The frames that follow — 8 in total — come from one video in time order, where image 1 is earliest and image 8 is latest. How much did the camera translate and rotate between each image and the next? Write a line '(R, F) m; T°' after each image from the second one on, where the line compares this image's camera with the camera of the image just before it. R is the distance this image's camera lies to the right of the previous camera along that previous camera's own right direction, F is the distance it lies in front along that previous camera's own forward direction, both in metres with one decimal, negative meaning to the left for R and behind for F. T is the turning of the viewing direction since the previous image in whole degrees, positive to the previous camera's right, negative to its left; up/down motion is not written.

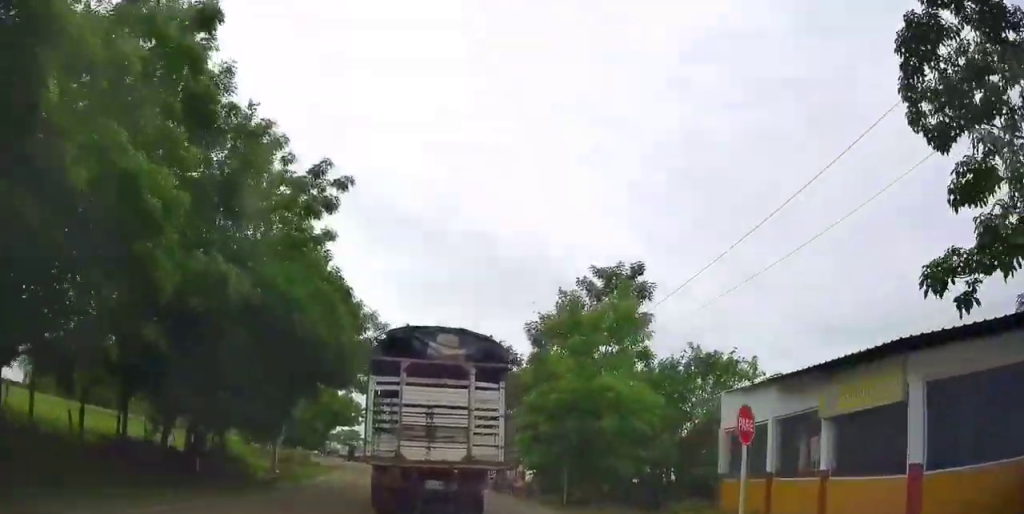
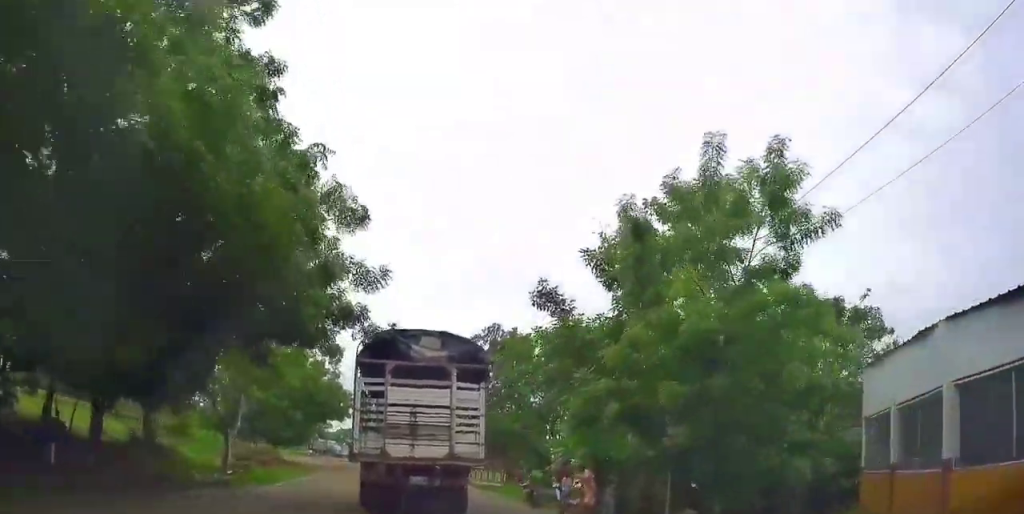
(0.0, +10.1) m; +1°
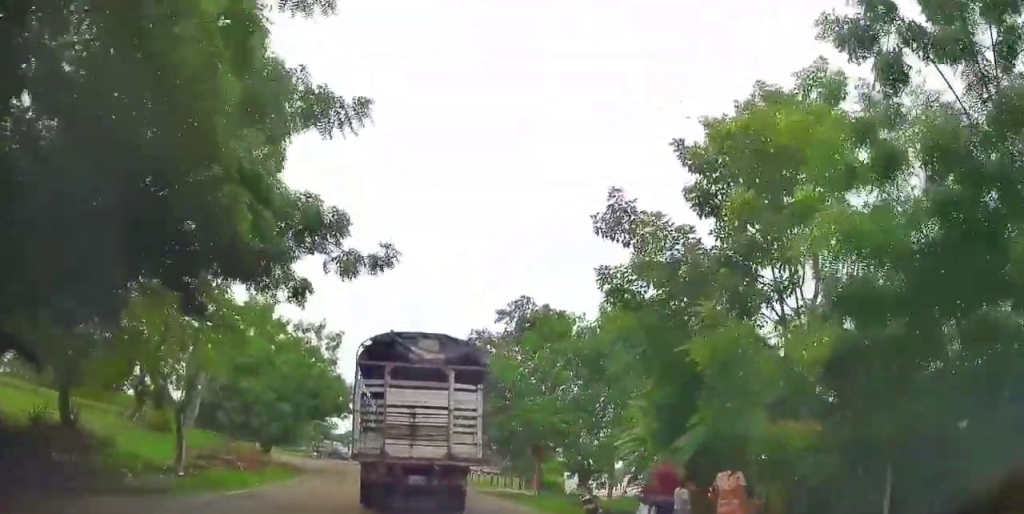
(0.0, +6.8) m; -1°
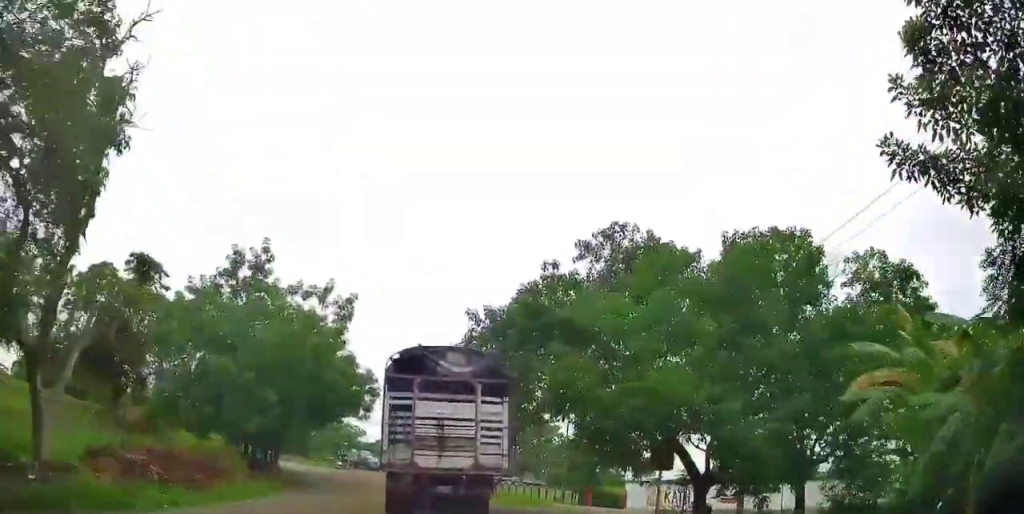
(-0.3, +10.0) m; -2°
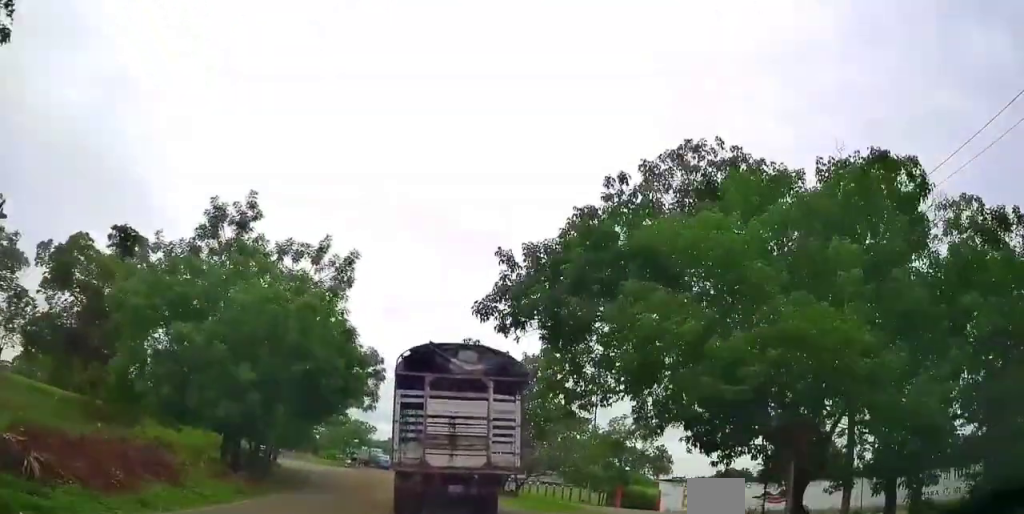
(-0.2, +4.8) m; 0°
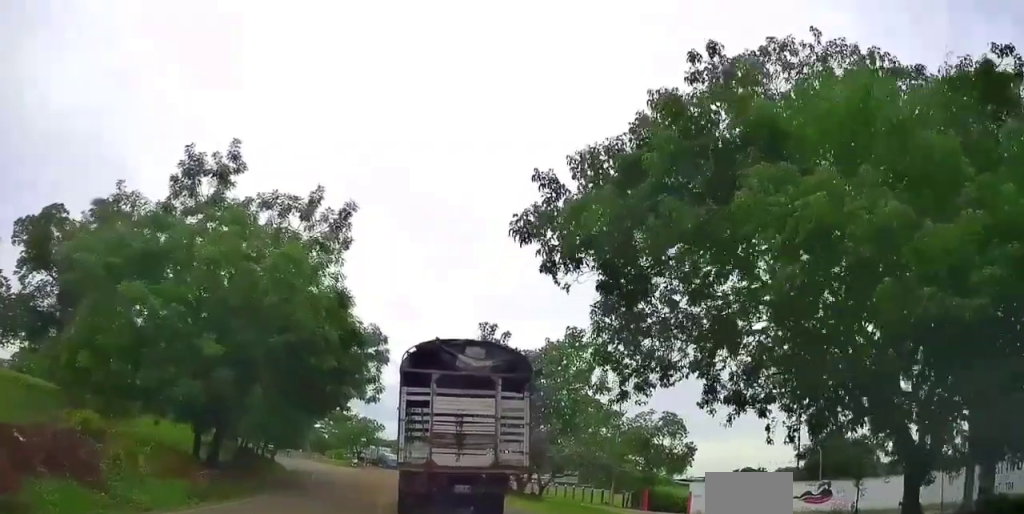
(+0.3, +3.9) m; 0°
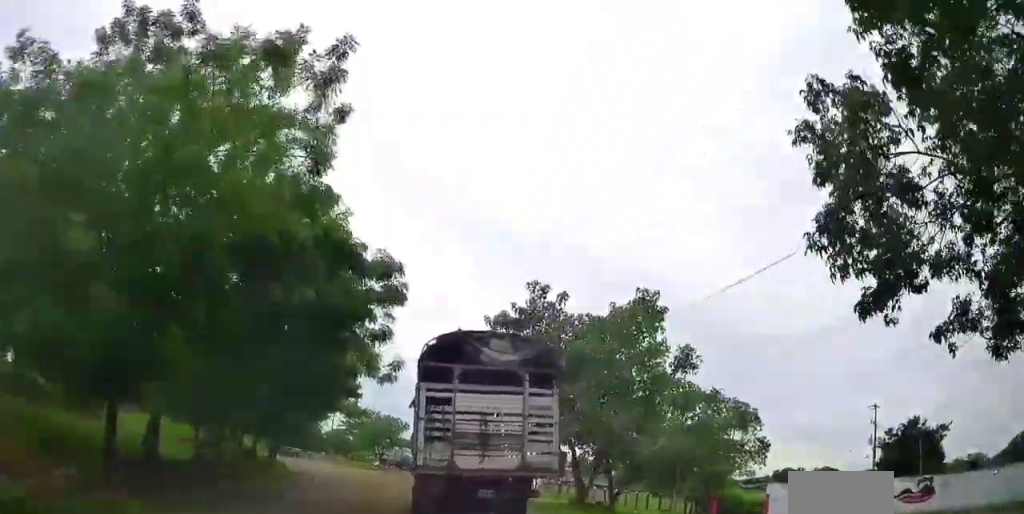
(0.0, +7.3) m; -2°
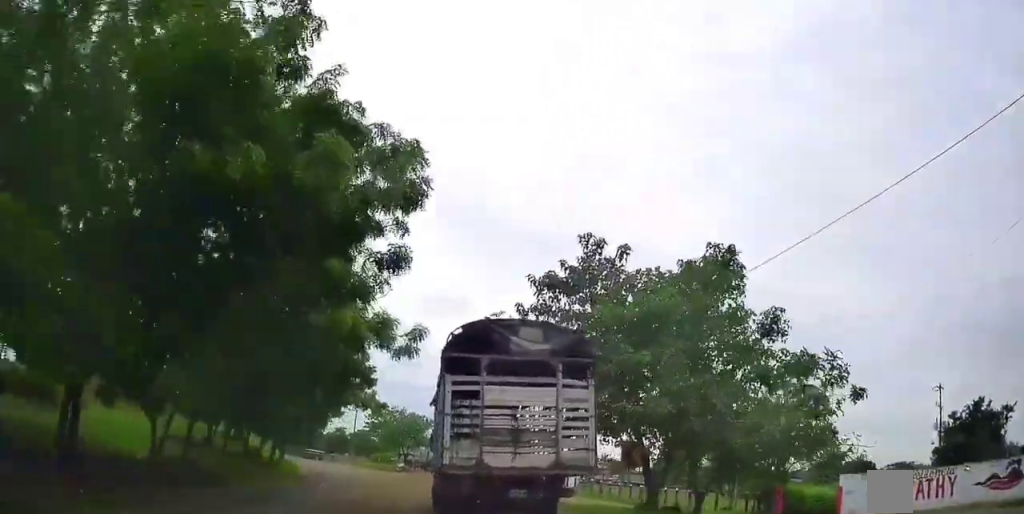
(-0.2, +5.1) m; -2°
